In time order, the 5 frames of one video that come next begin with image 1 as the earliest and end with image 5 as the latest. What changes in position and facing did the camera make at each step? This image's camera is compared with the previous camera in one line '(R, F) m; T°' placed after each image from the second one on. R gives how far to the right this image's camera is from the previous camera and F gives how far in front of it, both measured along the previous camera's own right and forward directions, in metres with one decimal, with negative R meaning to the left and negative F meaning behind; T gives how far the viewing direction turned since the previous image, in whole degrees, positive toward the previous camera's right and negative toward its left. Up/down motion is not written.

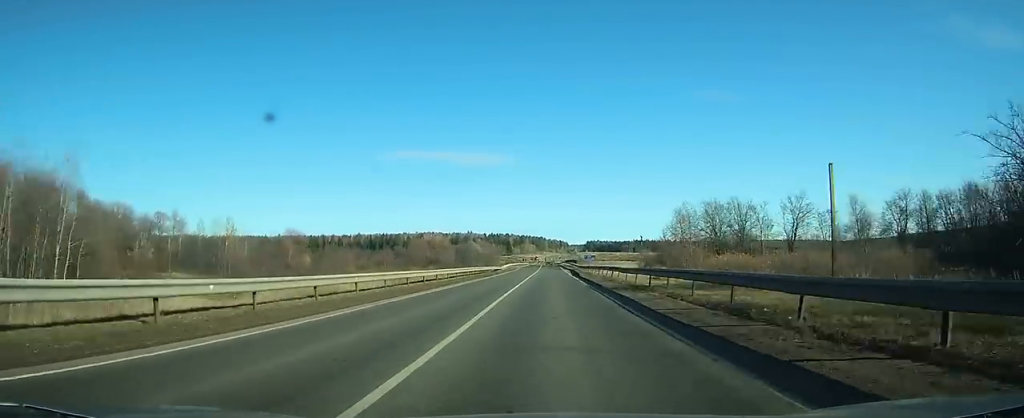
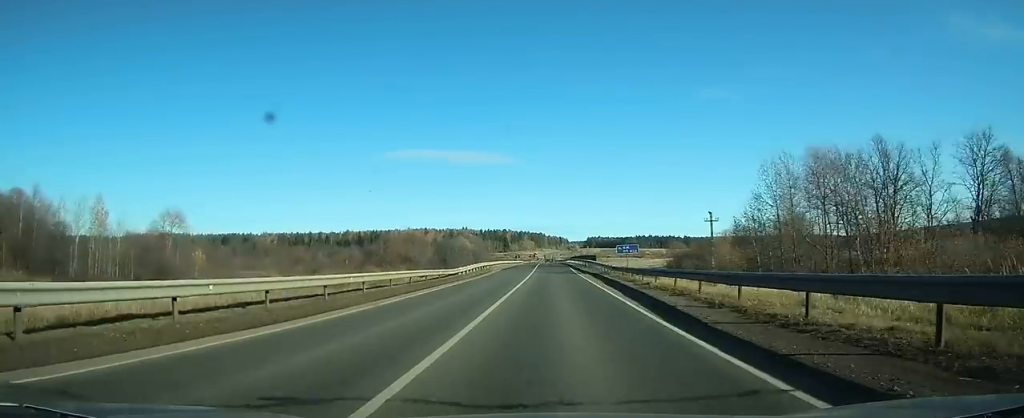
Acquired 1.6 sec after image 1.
(-0.1, +43.4) m; 0°
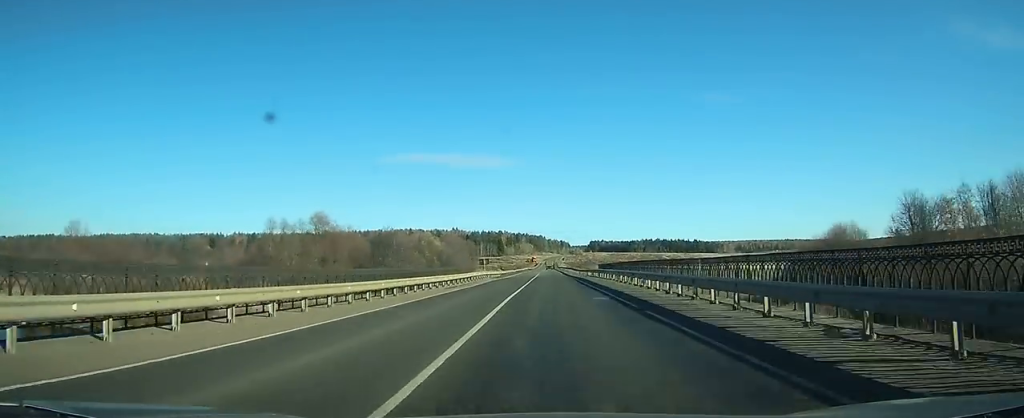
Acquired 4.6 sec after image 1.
(0.0, +80.7) m; 0°
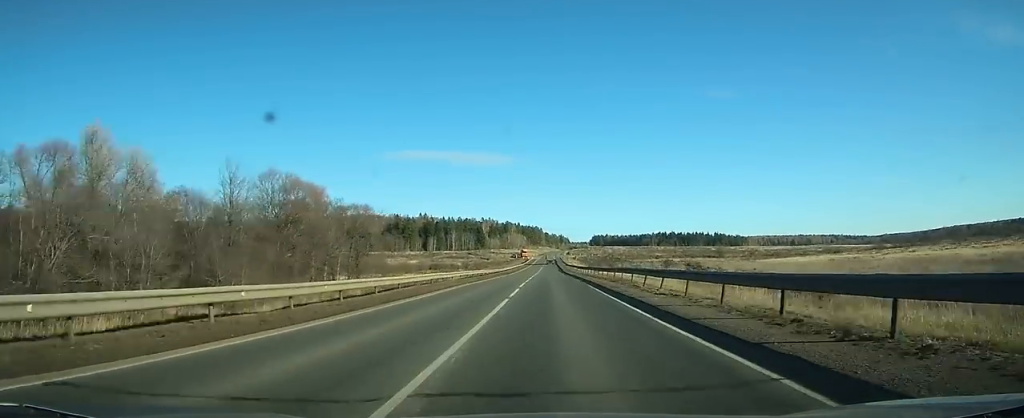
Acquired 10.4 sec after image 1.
(+0.5, +156.1) m; +1°
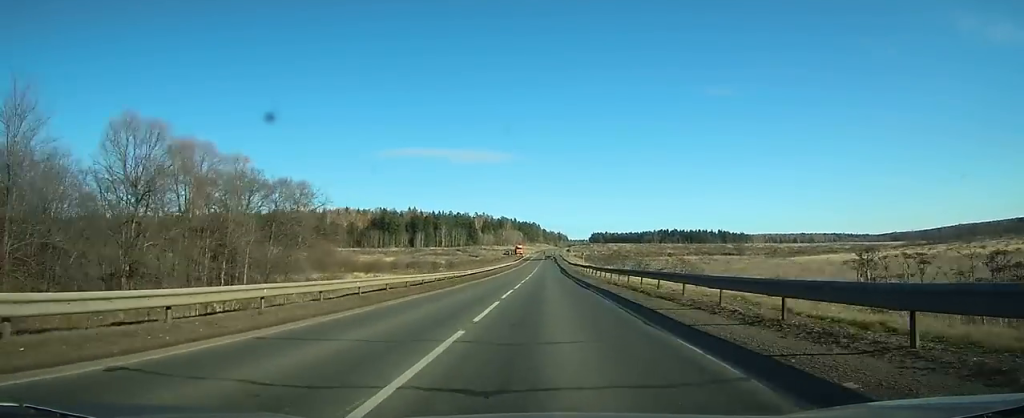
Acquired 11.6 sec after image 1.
(0.0, +32.8) m; 0°
